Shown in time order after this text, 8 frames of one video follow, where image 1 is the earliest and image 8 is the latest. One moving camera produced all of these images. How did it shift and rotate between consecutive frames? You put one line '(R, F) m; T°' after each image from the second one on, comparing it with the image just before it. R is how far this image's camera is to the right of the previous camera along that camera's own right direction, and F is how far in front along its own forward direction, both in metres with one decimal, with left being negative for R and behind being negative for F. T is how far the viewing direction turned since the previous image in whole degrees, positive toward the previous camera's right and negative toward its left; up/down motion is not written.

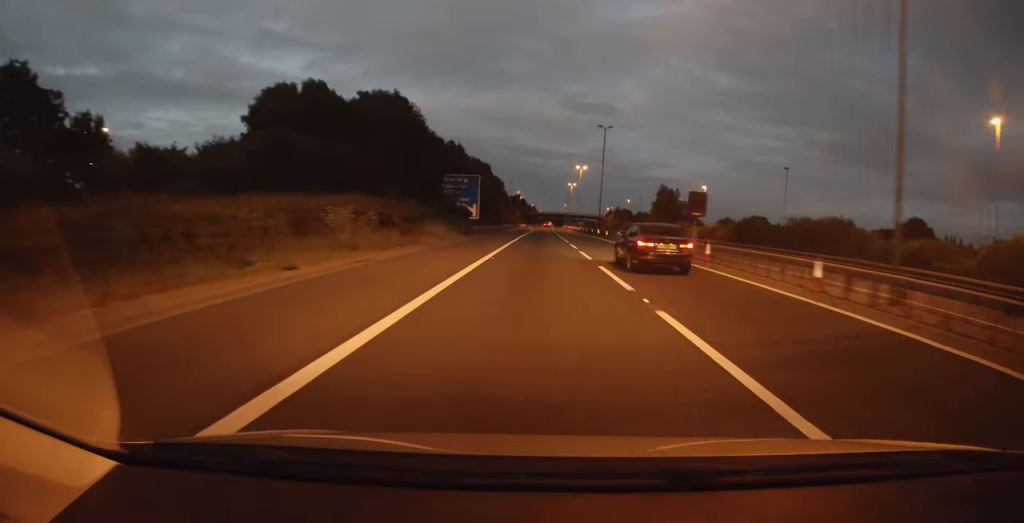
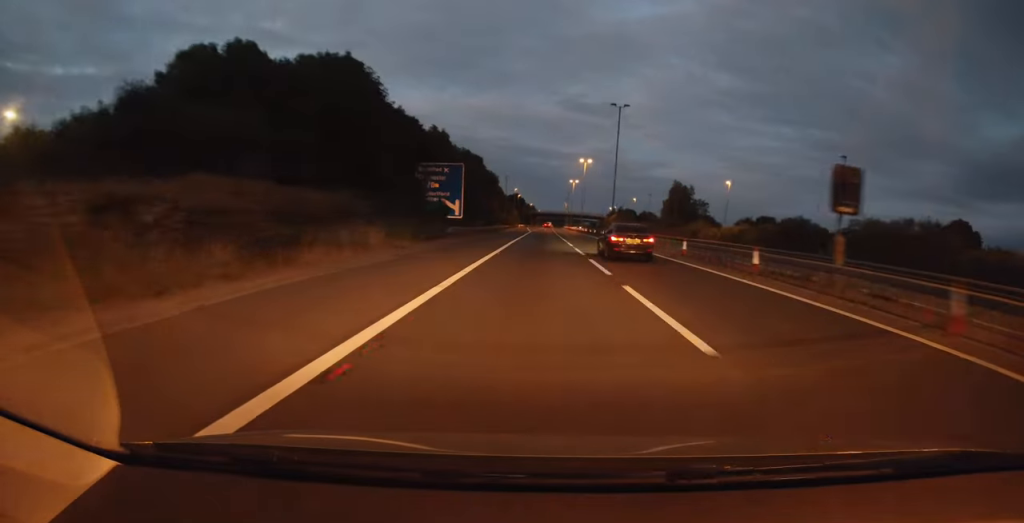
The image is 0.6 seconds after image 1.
(+0.1, +14.3) m; 0°
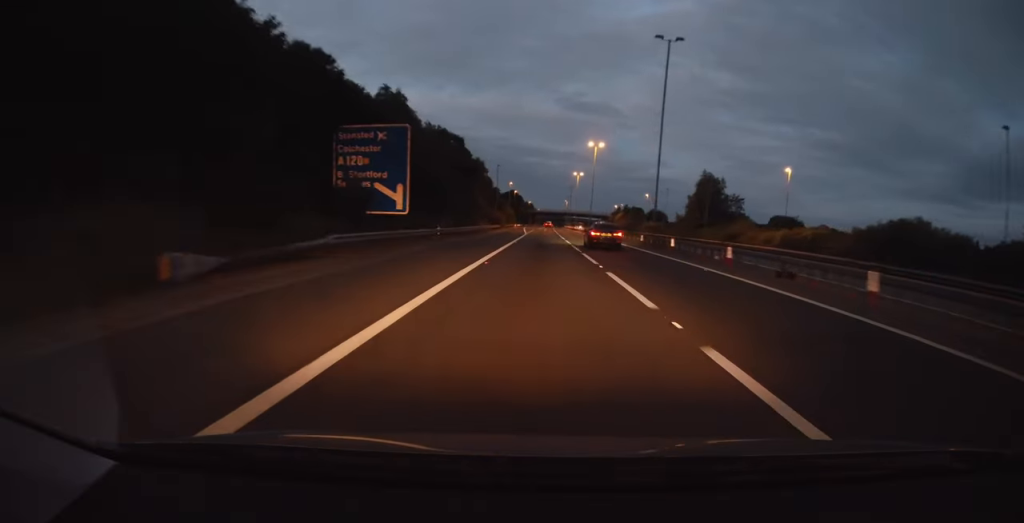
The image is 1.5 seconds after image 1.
(+0.1, +23.5) m; 0°
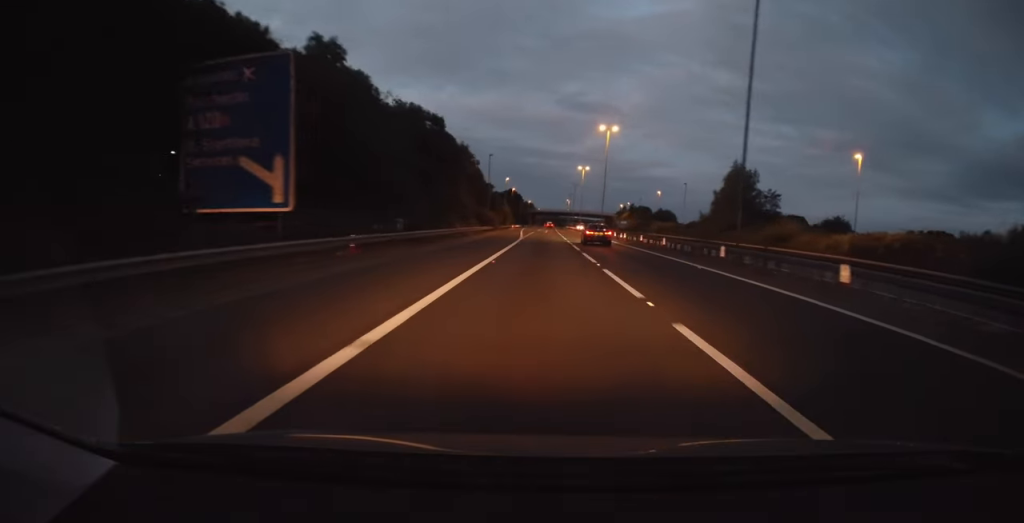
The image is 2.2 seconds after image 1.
(-0.1, +16.7) m; 0°
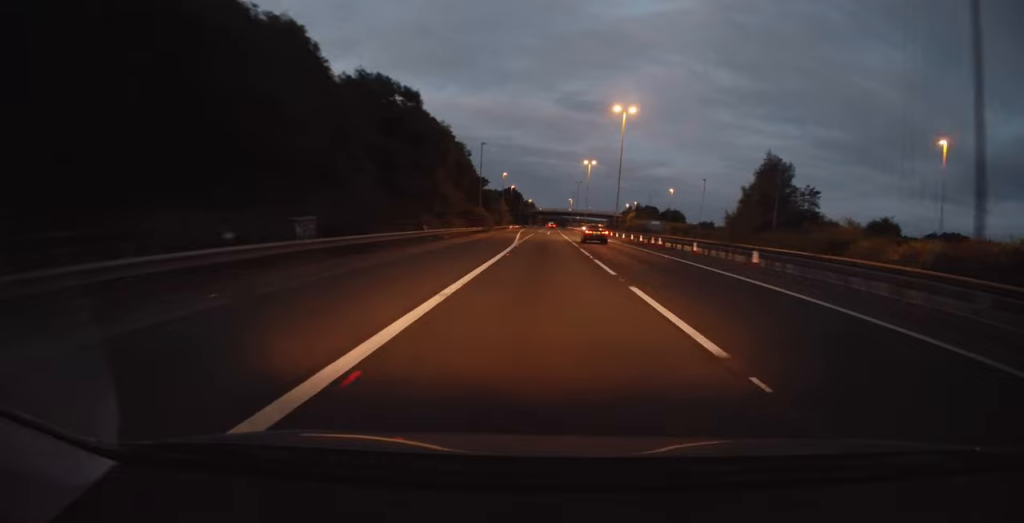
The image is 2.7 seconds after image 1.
(0.0, +13.3) m; 0°
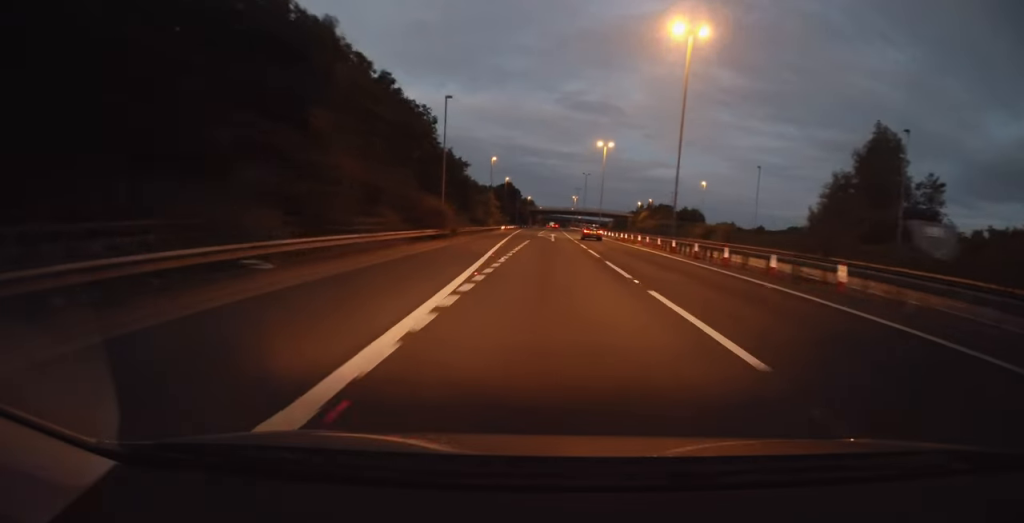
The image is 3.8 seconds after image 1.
(+0.2, +27.3) m; 0°
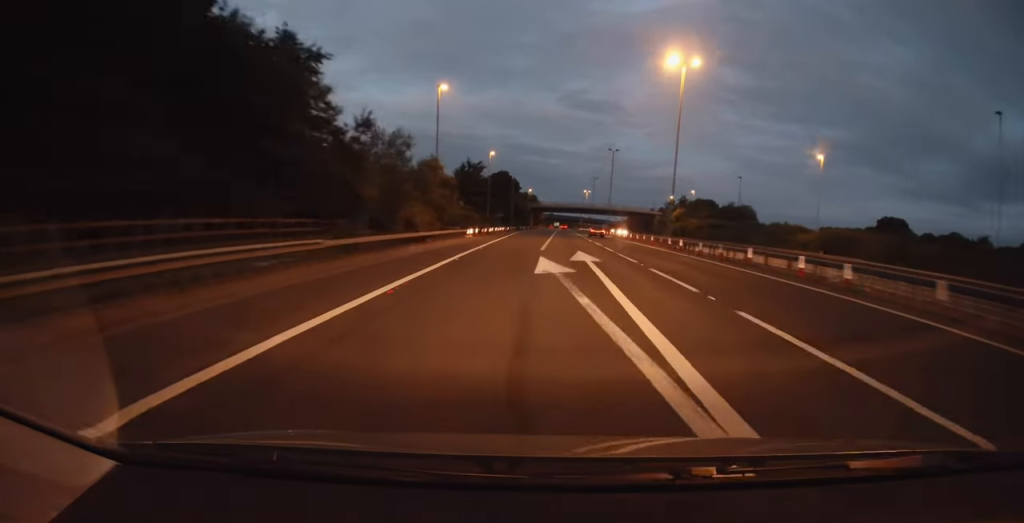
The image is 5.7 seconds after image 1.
(-0.6, +47.6) m; -1°
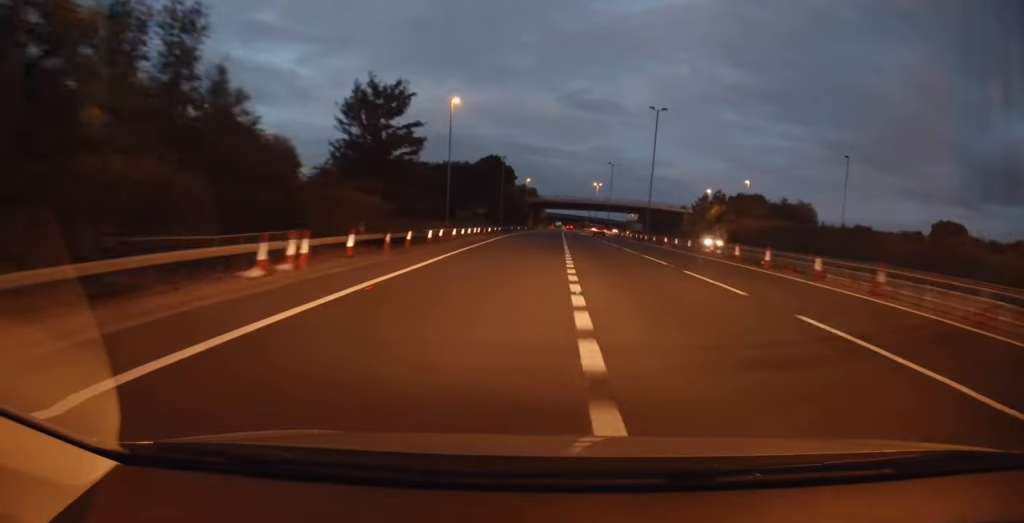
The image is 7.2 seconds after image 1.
(+0.3, +35.8) m; +1°
